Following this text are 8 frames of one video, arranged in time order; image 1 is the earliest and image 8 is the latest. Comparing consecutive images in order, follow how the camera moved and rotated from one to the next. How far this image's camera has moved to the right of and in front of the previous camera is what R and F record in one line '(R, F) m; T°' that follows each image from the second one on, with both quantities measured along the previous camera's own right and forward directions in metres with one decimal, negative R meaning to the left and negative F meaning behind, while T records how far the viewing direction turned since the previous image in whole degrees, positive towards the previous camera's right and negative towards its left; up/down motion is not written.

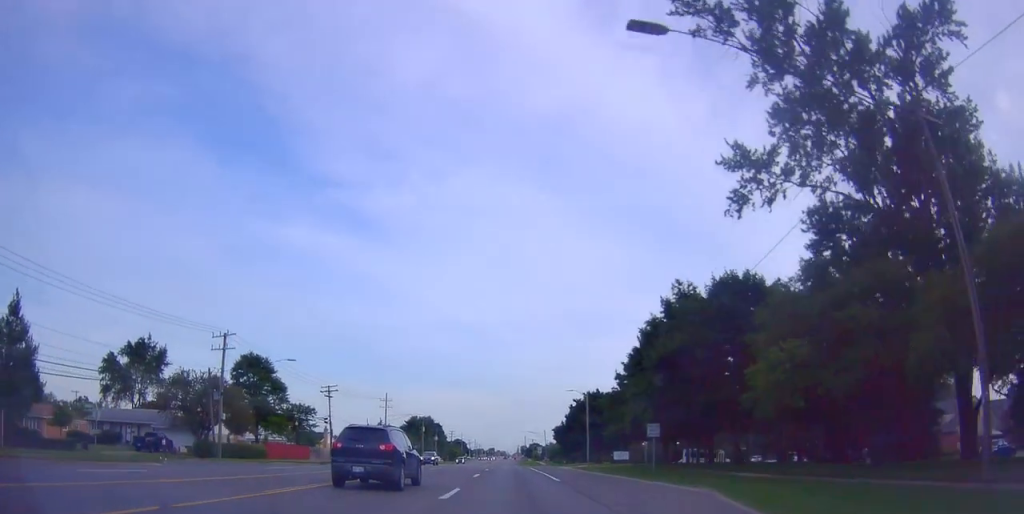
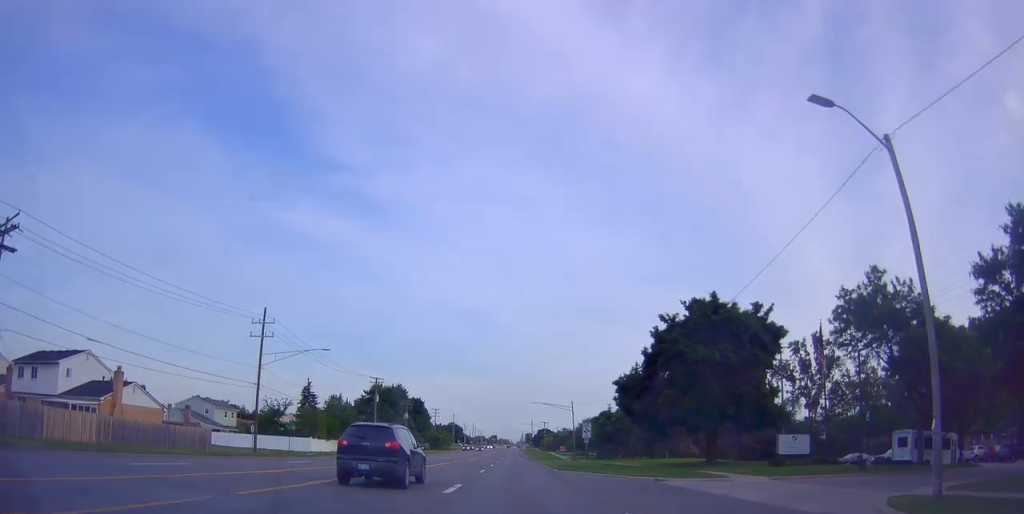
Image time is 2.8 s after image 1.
(-0.5, +58.5) m; 0°
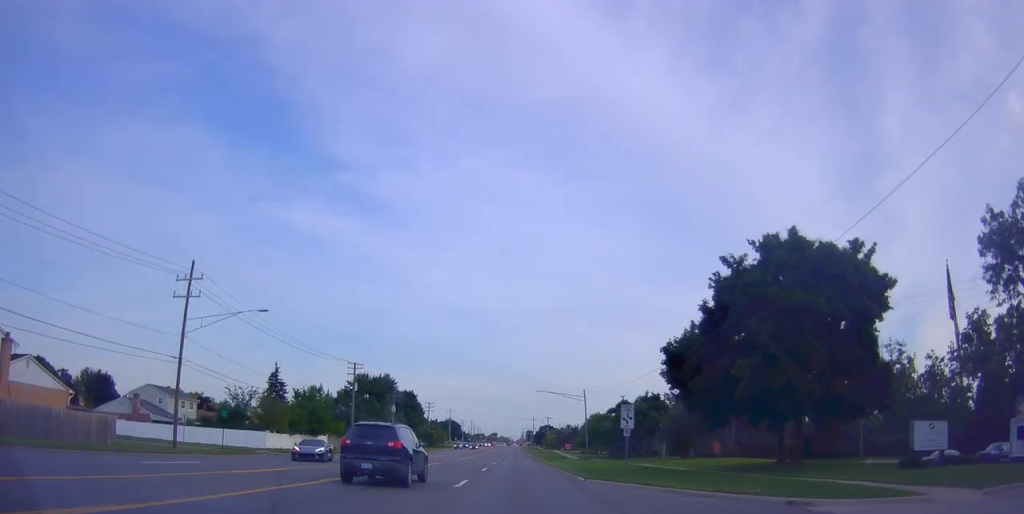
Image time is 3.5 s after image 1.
(+0.2, +14.4) m; 0°
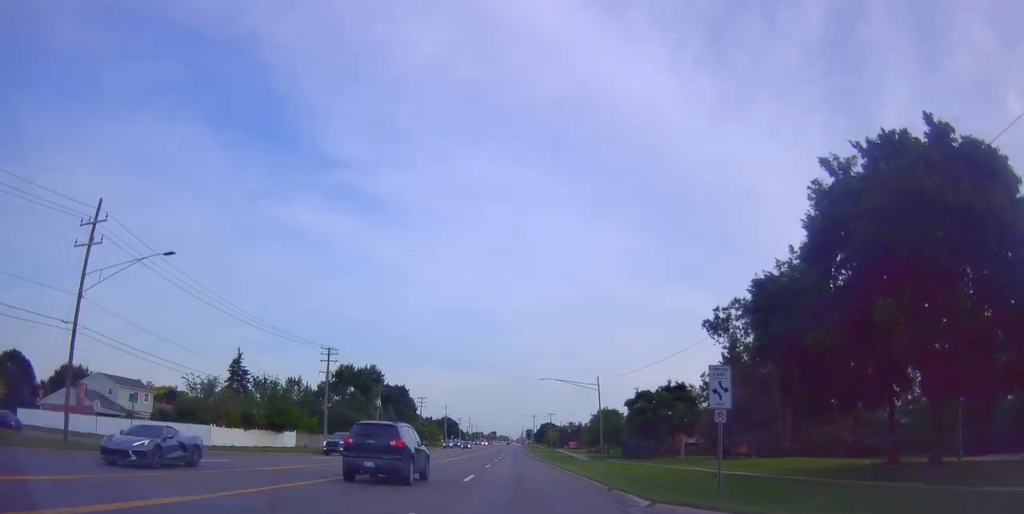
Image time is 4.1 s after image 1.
(-0.2, +12.4) m; 0°
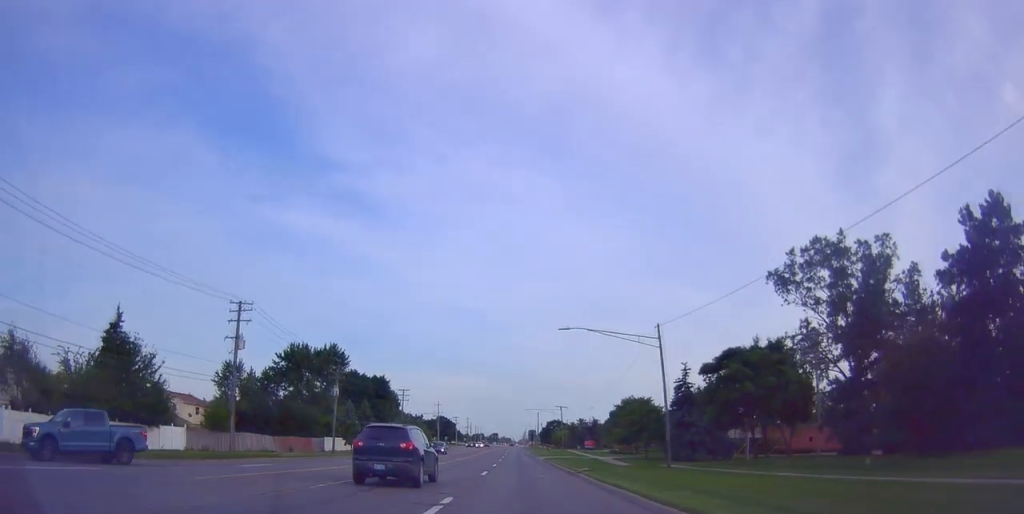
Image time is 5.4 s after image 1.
(+0.2, +26.0) m; 0°
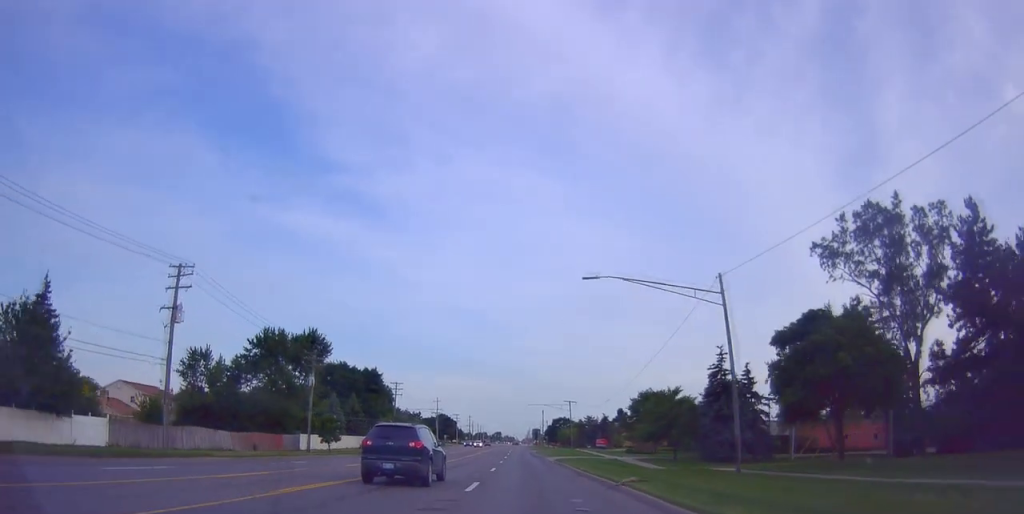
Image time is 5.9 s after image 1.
(-0.1, +10.8) m; 0°
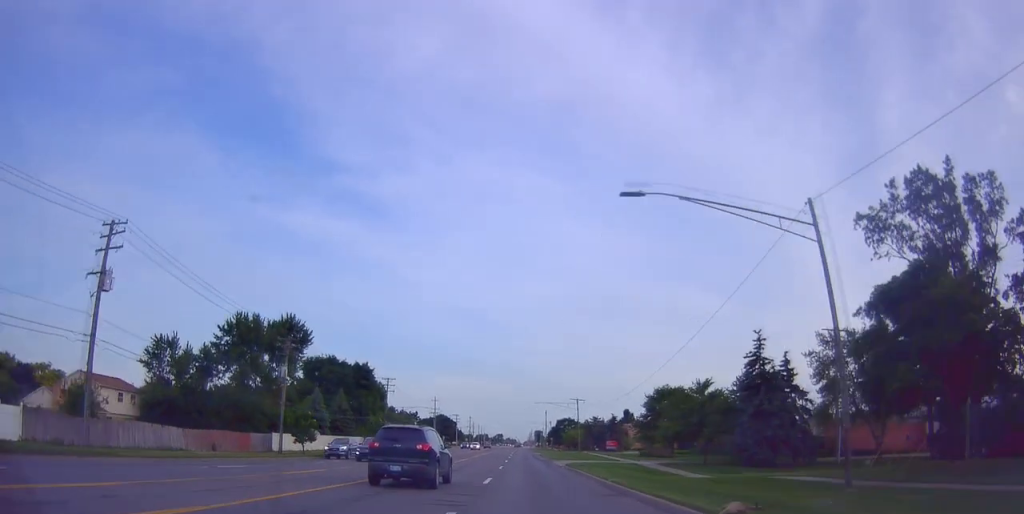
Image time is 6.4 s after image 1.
(-0.3, +8.8) m; 0°
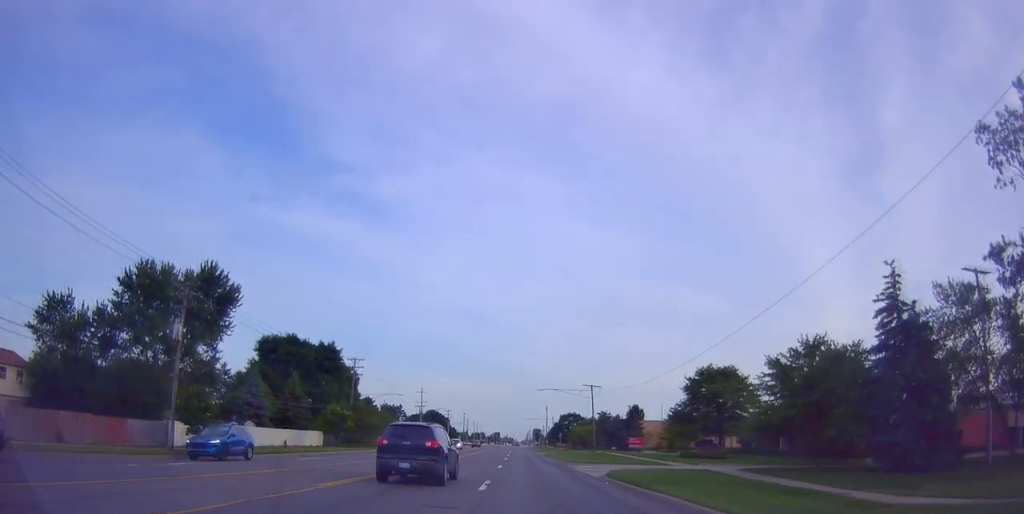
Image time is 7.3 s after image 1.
(+0.6, +19.6) m; 0°
